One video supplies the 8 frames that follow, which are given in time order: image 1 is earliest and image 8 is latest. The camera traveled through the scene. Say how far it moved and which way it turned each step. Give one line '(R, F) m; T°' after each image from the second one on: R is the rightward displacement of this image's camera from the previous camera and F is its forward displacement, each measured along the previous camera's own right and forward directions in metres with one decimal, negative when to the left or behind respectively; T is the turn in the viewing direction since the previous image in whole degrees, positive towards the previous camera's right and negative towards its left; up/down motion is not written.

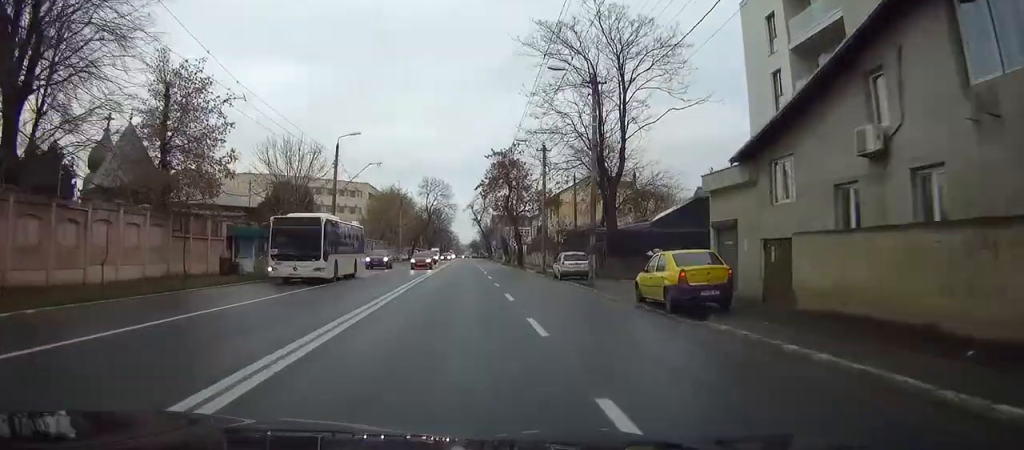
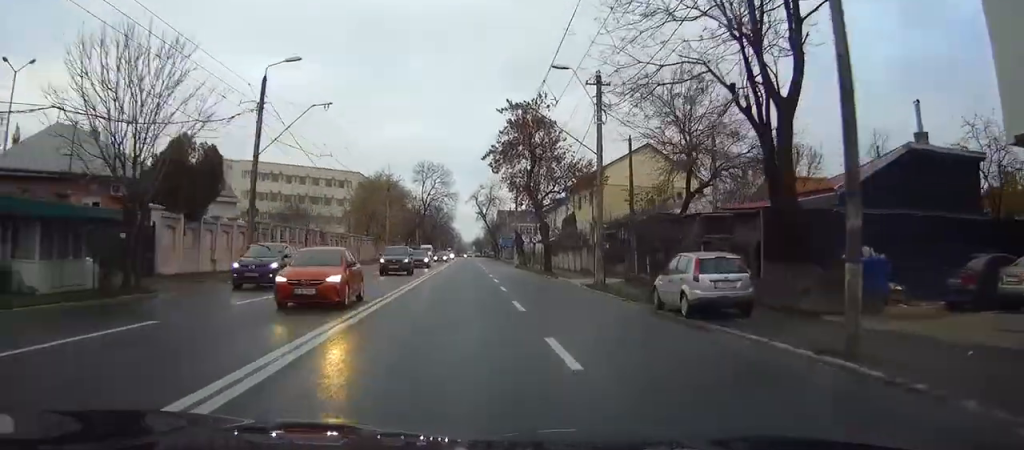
(-0.3, +21.3) m; -1°
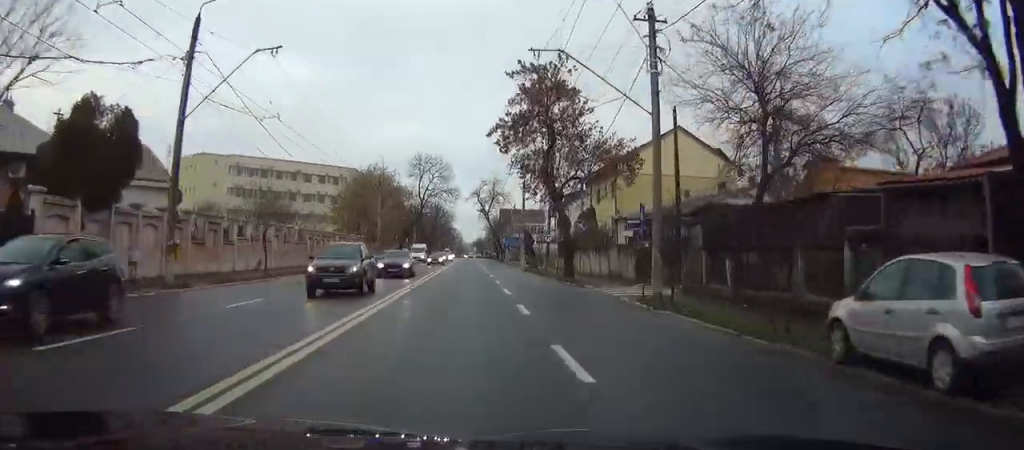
(0.0, +9.6) m; 0°
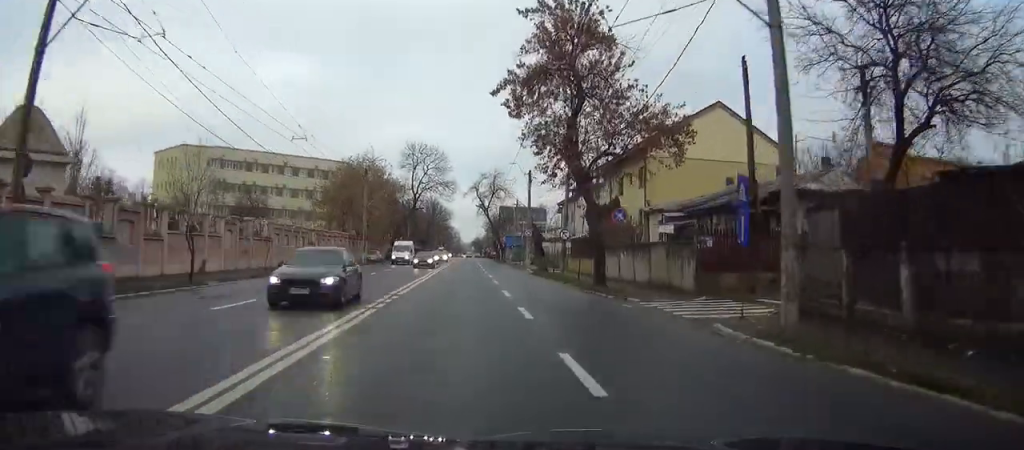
(0.0, +9.6) m; 0°
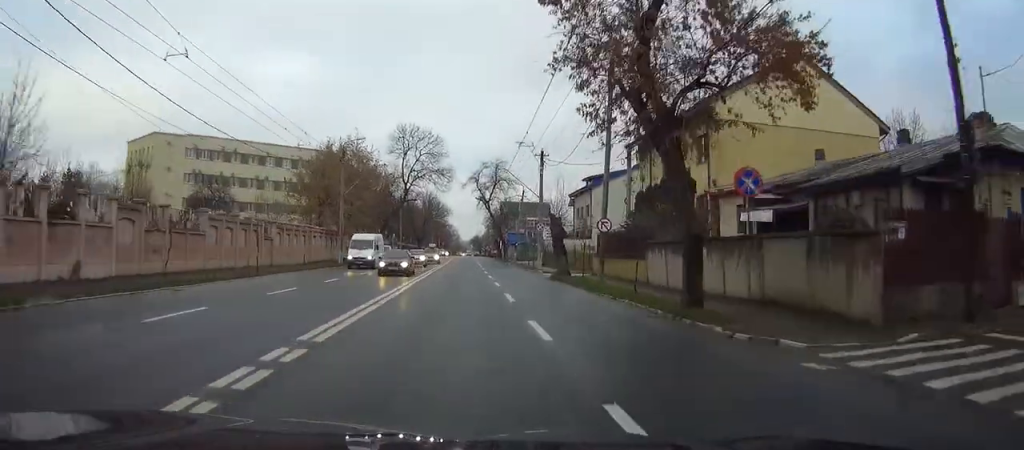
(+0.1, +12.4) m; 0°
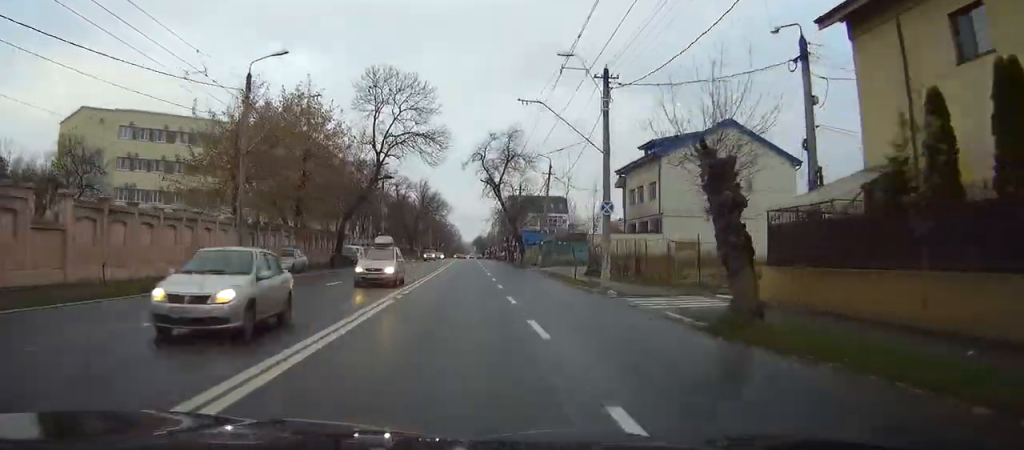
(-0.1, +26.3) m; 0°
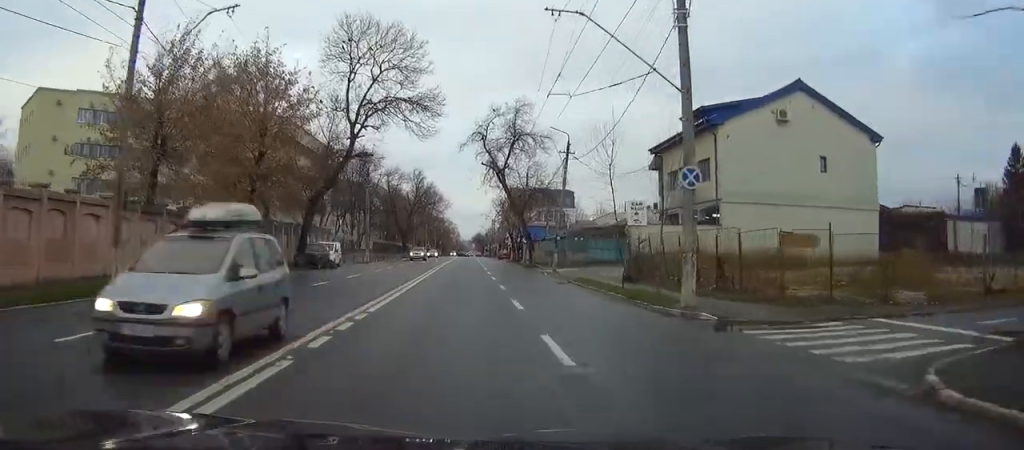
(0.0, +11.7) m; 0°
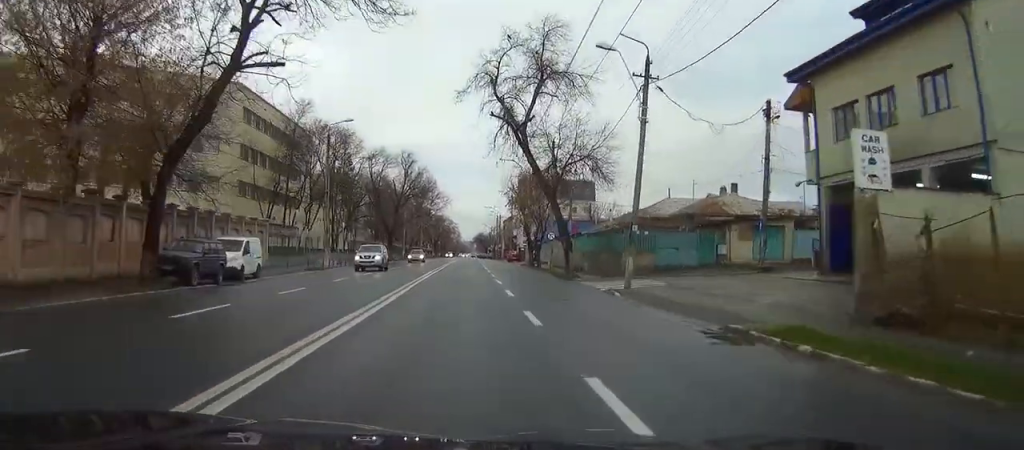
(0.0, +21.7) m; 0°
